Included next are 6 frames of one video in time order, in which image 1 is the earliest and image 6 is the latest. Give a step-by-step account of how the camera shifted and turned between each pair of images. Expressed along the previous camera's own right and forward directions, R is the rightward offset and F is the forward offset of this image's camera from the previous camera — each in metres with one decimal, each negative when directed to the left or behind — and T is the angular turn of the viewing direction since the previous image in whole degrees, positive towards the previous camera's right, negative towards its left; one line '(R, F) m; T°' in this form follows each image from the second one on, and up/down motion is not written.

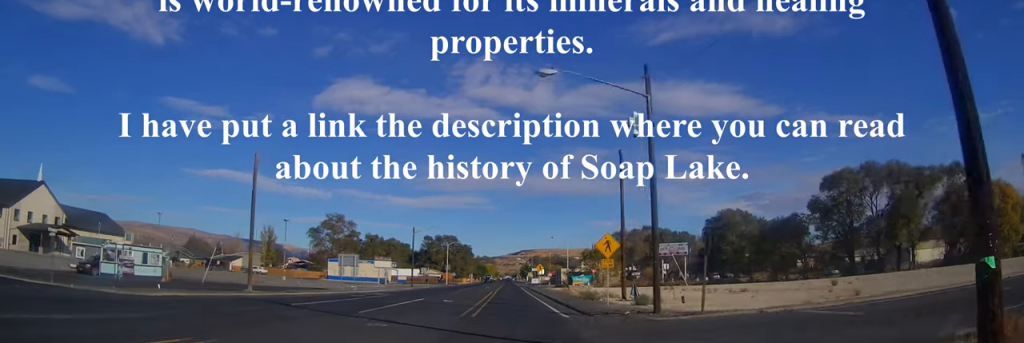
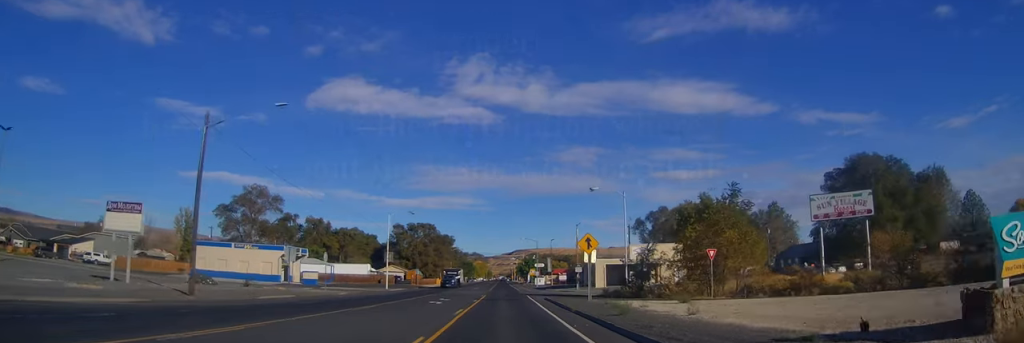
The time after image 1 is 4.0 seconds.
(0.0, +60.1) m; 0°
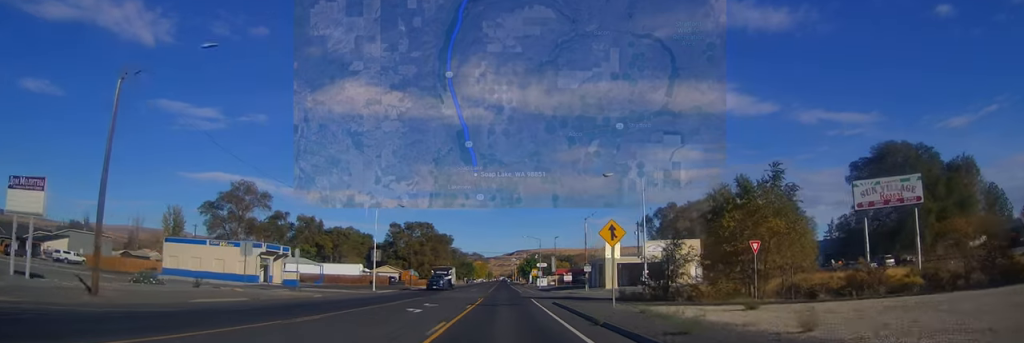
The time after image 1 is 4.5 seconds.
(0.0, +7.2) m; 0°
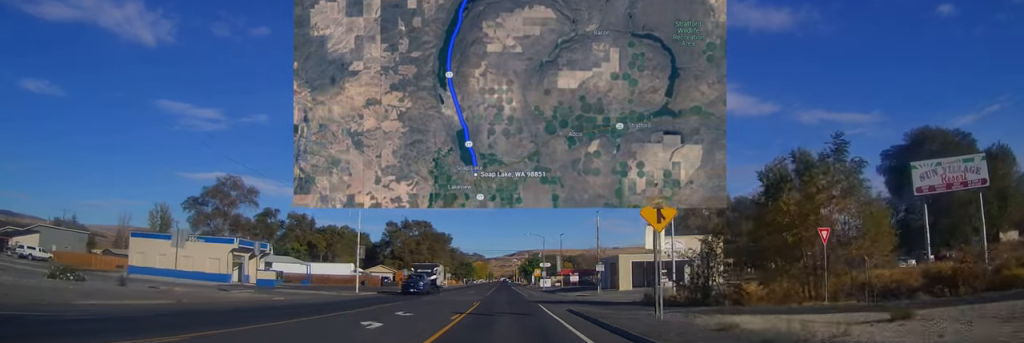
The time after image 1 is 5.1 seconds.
(0.0, +7.7) m; 0°
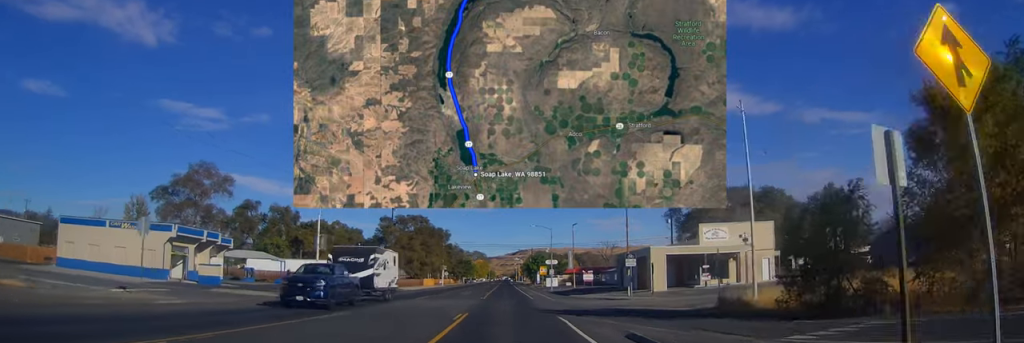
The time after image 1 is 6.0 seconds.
(0.0, +12.9) m; 0°
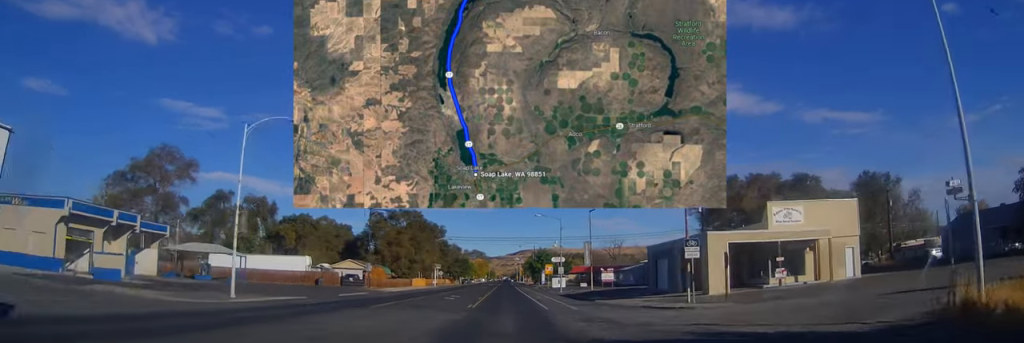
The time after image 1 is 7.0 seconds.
(0.0, +14.2) m; 0°
